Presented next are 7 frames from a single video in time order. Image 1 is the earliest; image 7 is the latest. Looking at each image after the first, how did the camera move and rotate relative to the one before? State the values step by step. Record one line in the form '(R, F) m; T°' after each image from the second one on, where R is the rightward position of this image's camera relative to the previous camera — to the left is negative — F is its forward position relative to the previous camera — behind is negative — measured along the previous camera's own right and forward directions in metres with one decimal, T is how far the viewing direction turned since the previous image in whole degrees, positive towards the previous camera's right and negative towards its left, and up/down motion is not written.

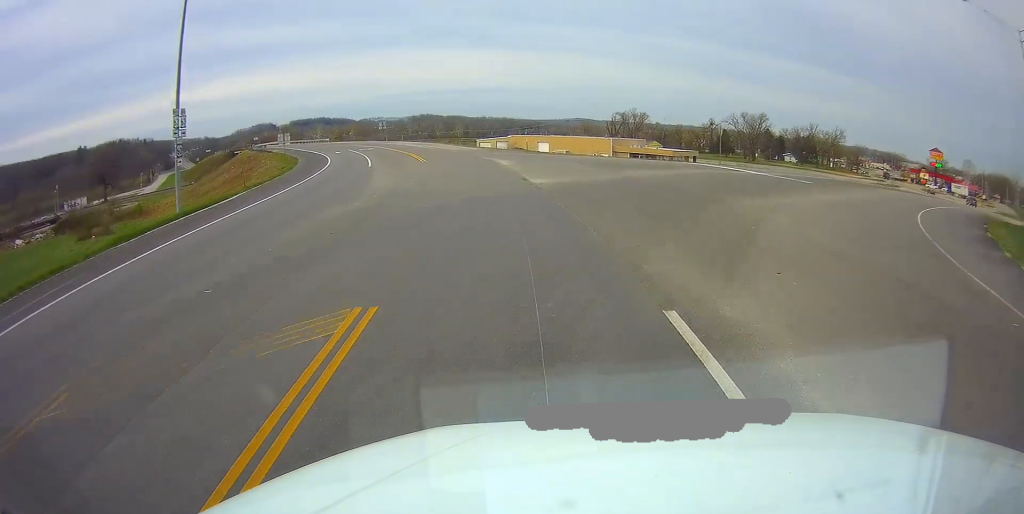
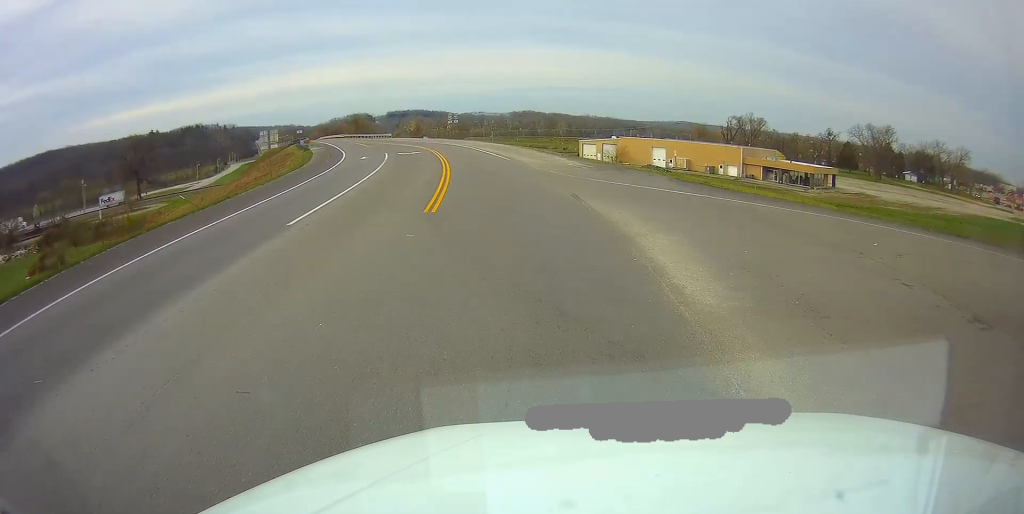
(-3.0, +26.1) m; -11°
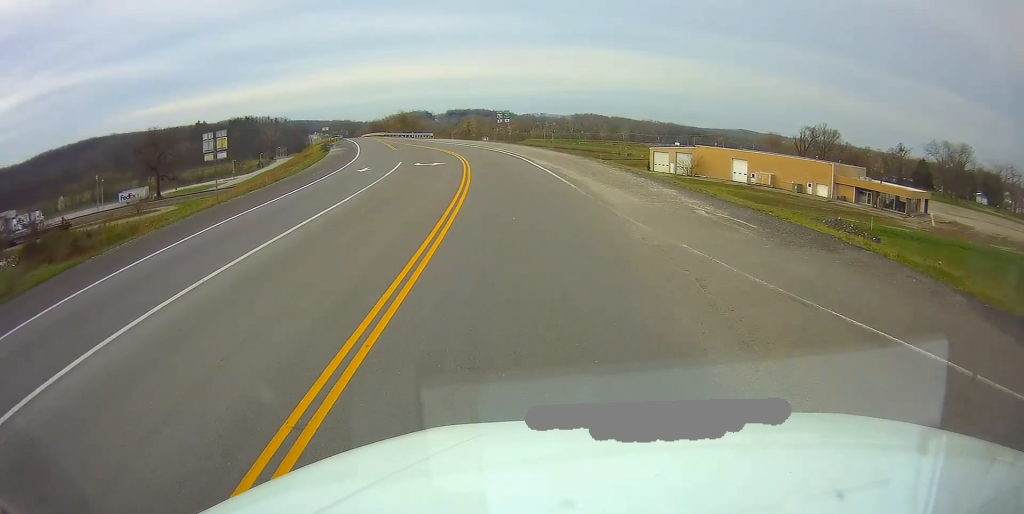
(-0.5, +15.4) m; -3°
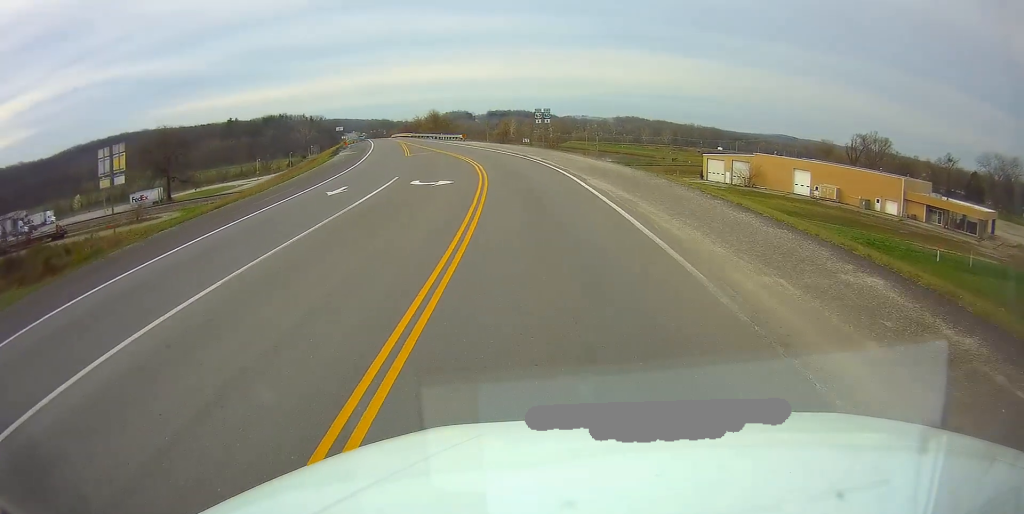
(-0.2, +11.1) m; -4°
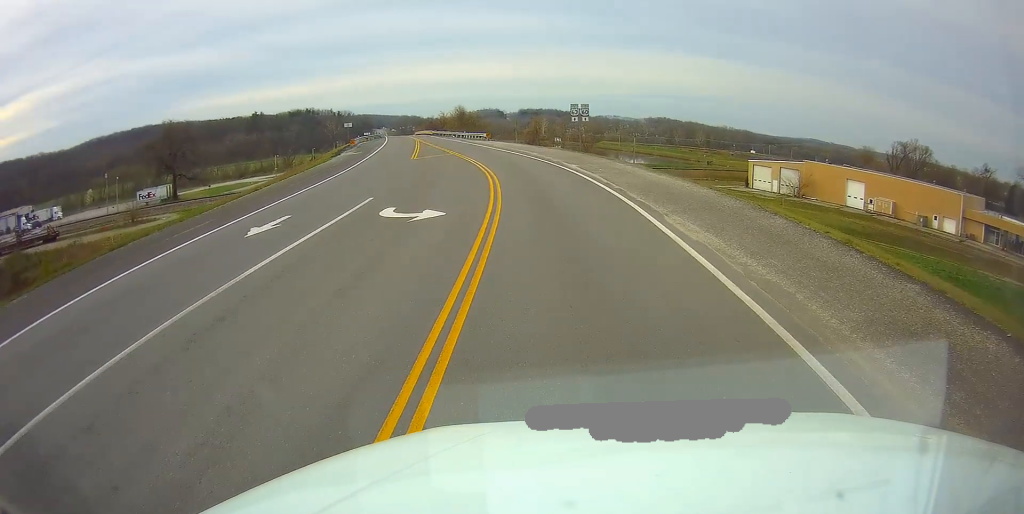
(0.0, +9.0) m; -5°
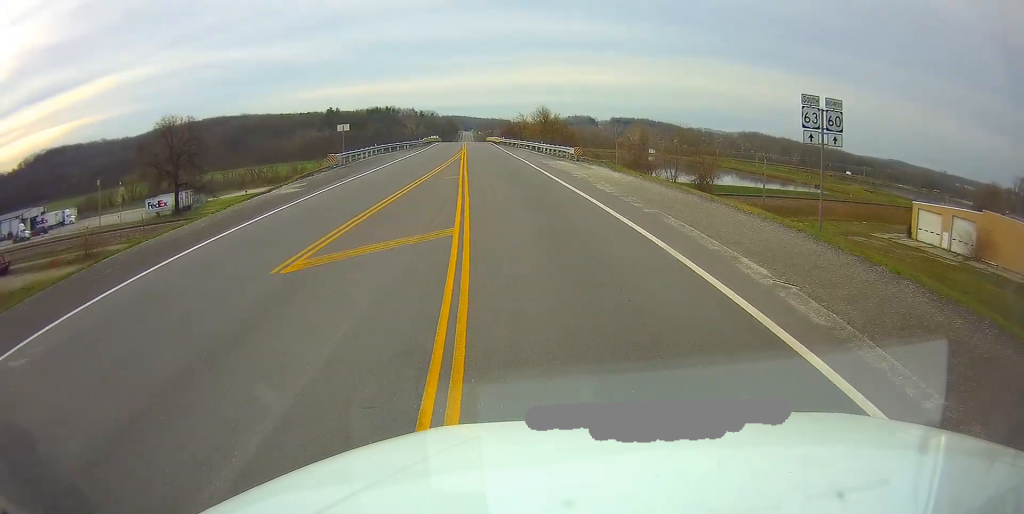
(-2.9, +28.4) m; -7°
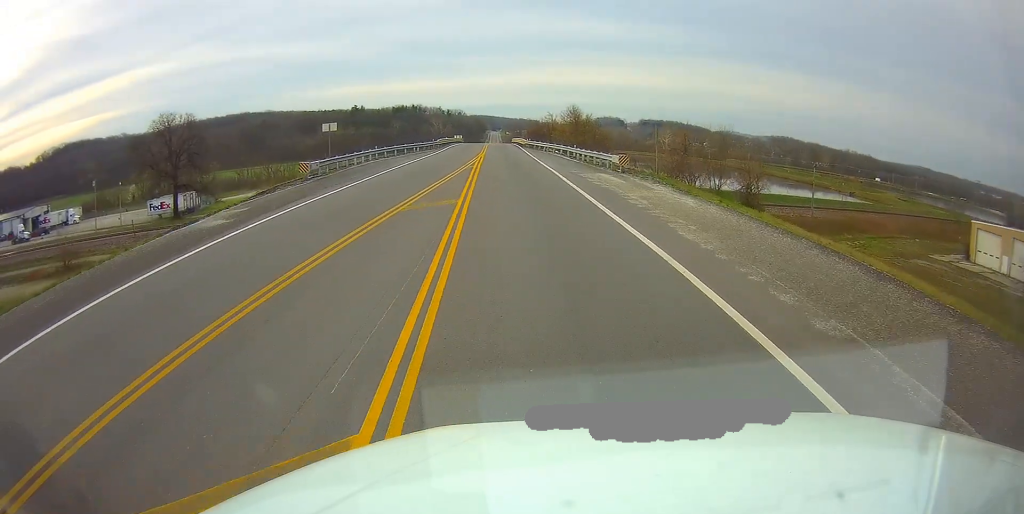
(0.0, +8.5) m; -1°
